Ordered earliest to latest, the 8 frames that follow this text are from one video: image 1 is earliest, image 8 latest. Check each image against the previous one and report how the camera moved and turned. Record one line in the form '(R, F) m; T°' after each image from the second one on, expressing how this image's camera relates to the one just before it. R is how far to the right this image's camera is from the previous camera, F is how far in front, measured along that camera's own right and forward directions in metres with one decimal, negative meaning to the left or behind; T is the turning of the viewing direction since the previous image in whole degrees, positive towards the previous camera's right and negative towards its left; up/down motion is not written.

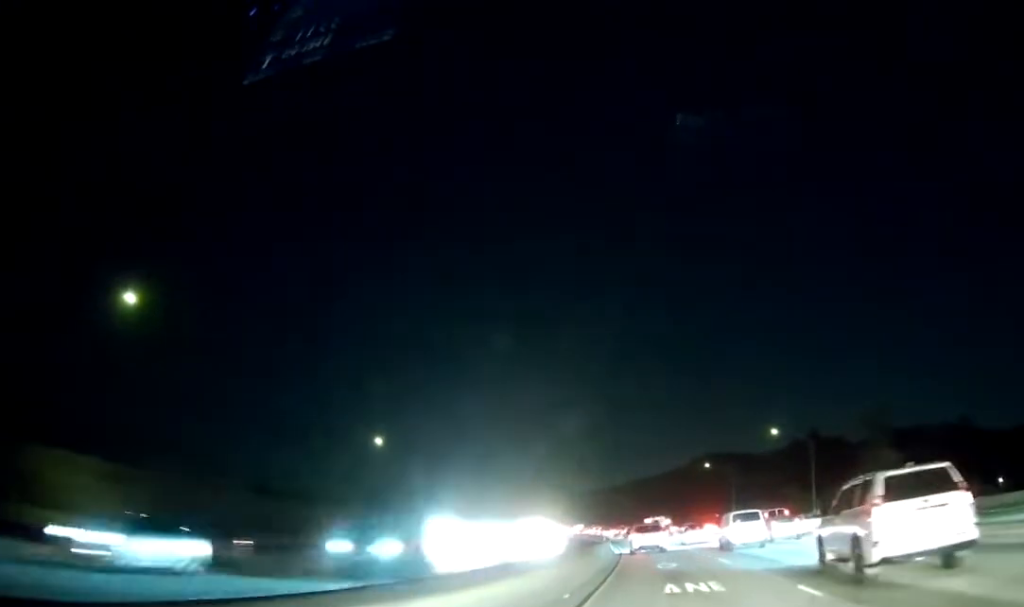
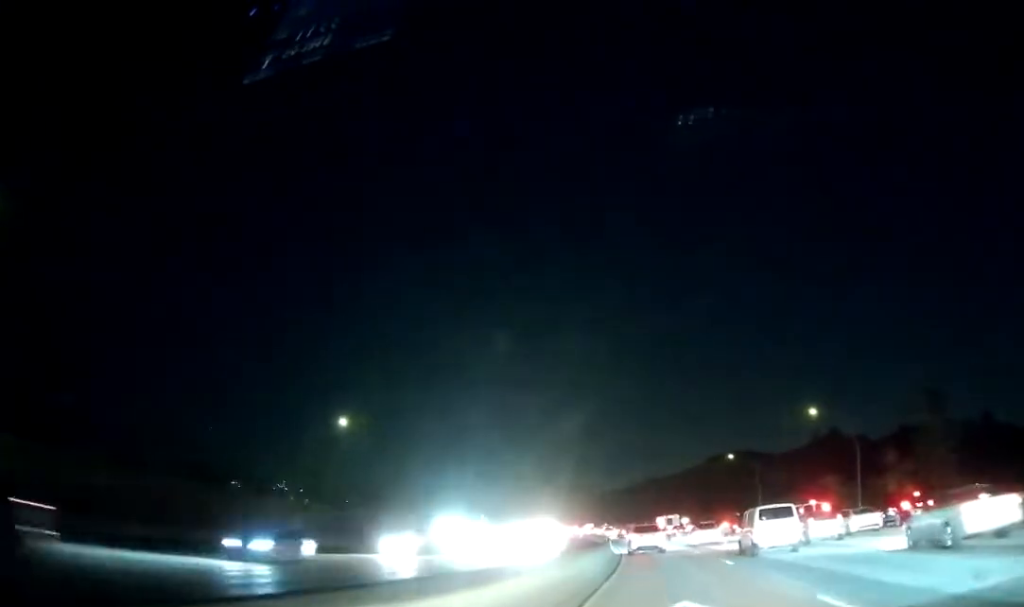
(-0.1, +14.5) m; -1°
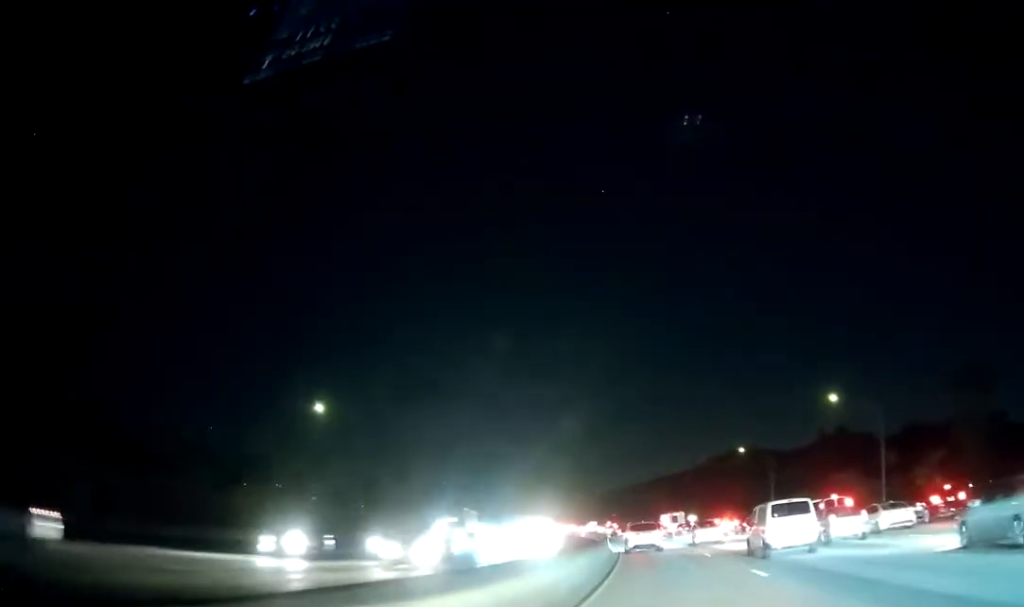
(0.0, +6.6) m; -1°
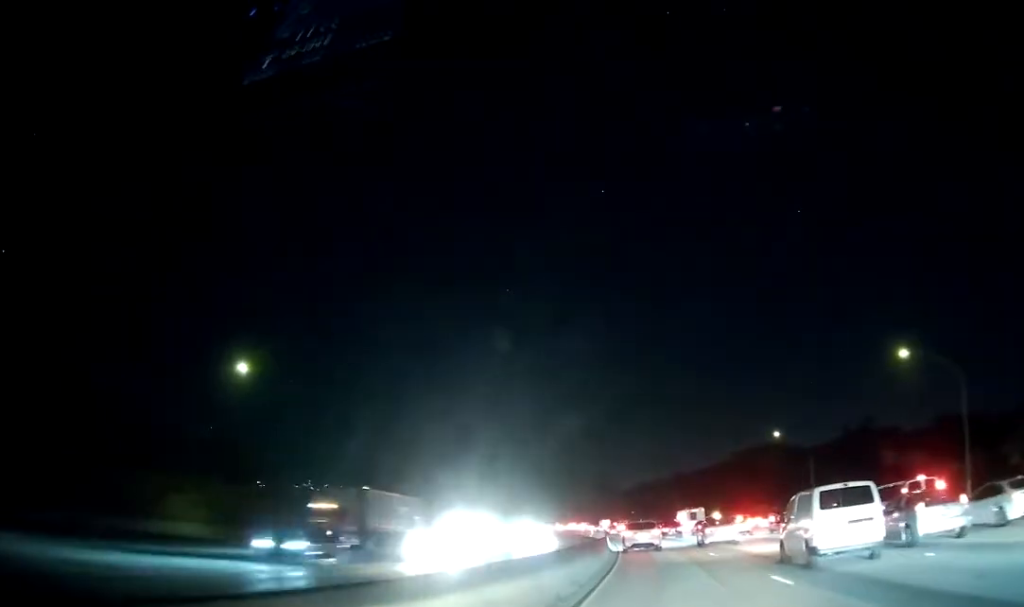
(-0.3, +17.3) m; -2°
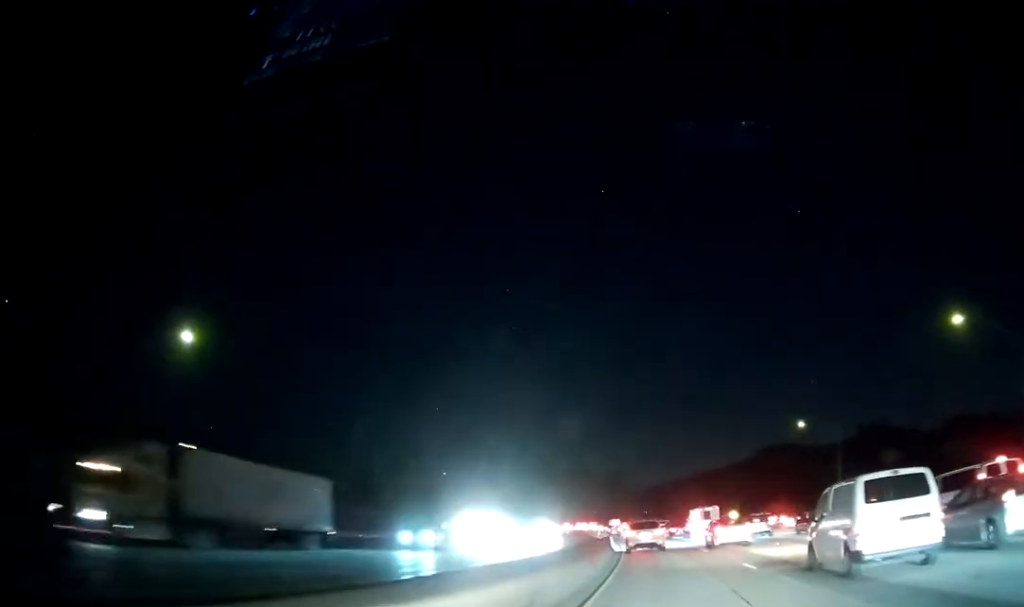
(-0.1, +9.4) m; 0°
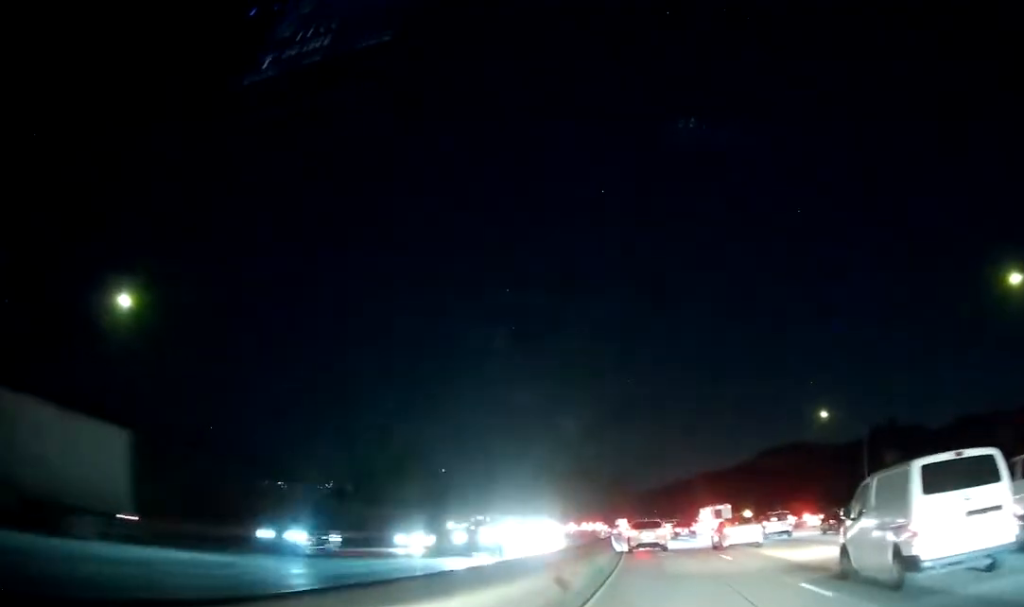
(0.0, +7.8) m; -1°
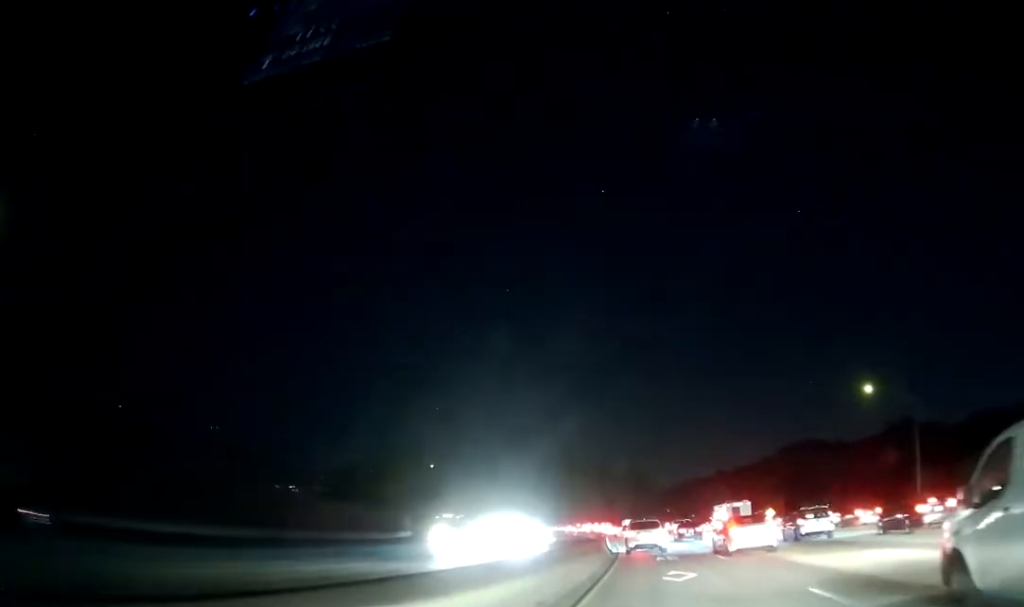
(-0.1, +15.4) m; -2°
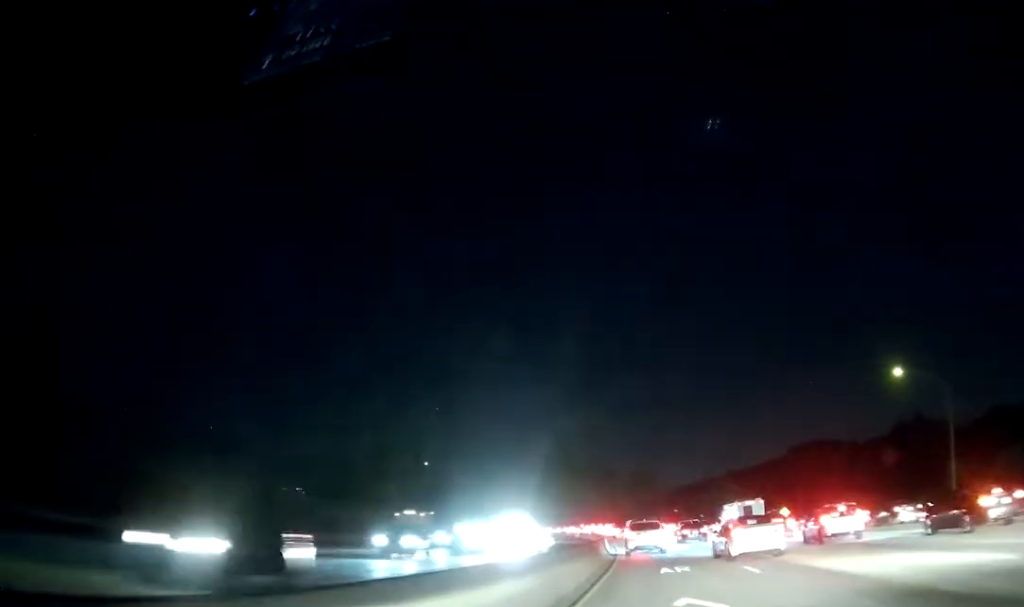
(-0.2, +8.0) m; -1°
